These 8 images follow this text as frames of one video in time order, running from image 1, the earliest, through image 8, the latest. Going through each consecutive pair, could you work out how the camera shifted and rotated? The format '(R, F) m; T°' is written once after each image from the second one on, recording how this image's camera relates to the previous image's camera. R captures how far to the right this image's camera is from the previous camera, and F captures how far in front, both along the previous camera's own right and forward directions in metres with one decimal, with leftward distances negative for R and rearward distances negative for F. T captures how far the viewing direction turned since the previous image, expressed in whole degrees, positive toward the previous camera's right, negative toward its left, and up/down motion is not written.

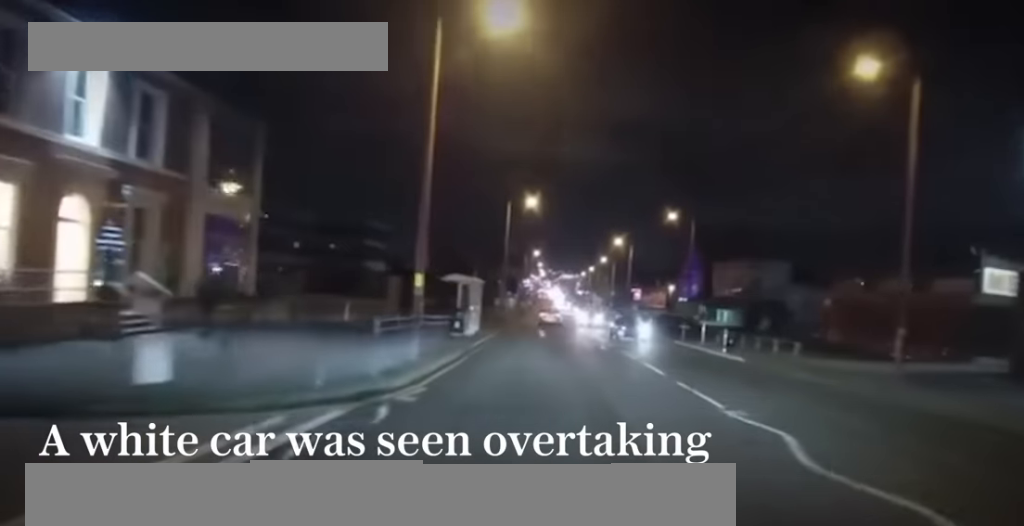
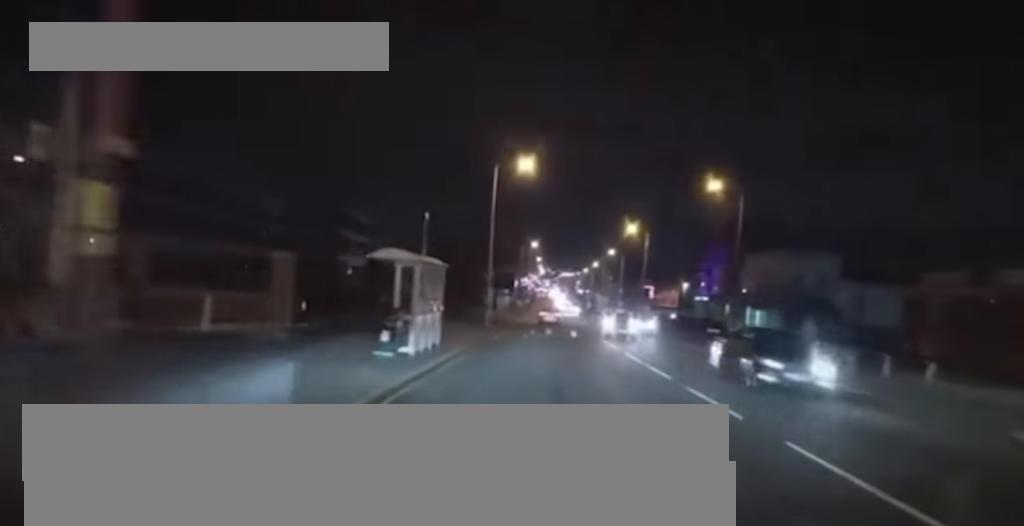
(0.0, +13.1) m; 0°
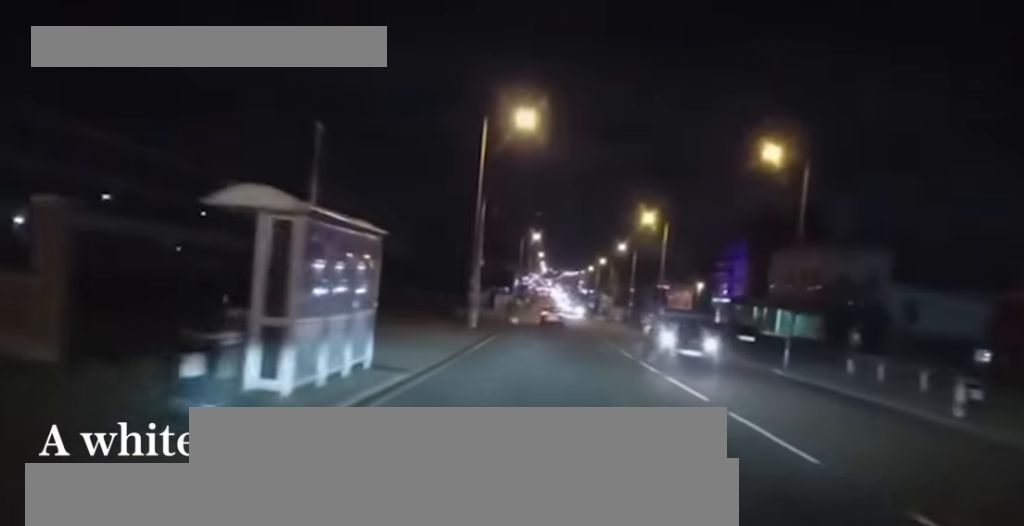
(0.0, +9.4) m; 0°
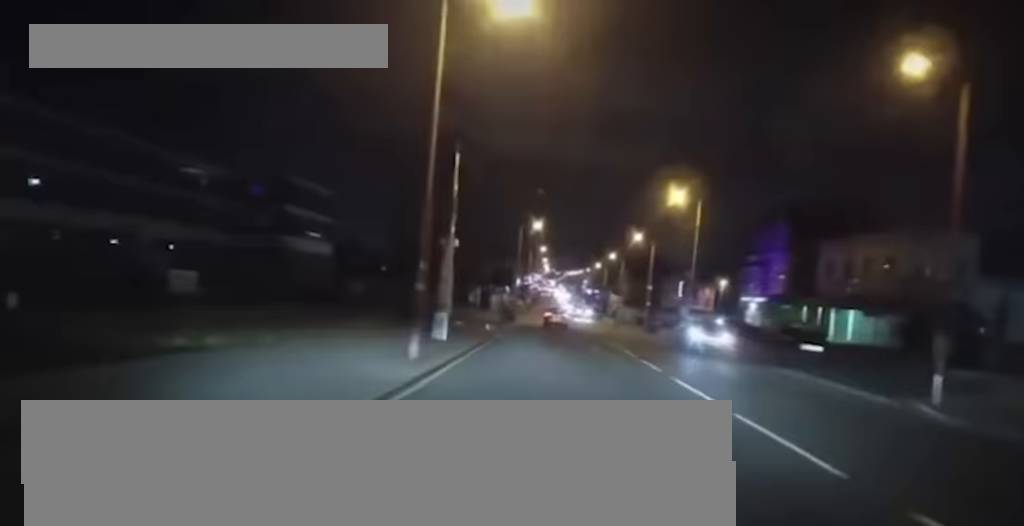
(0.0, +11.5) m; 0°
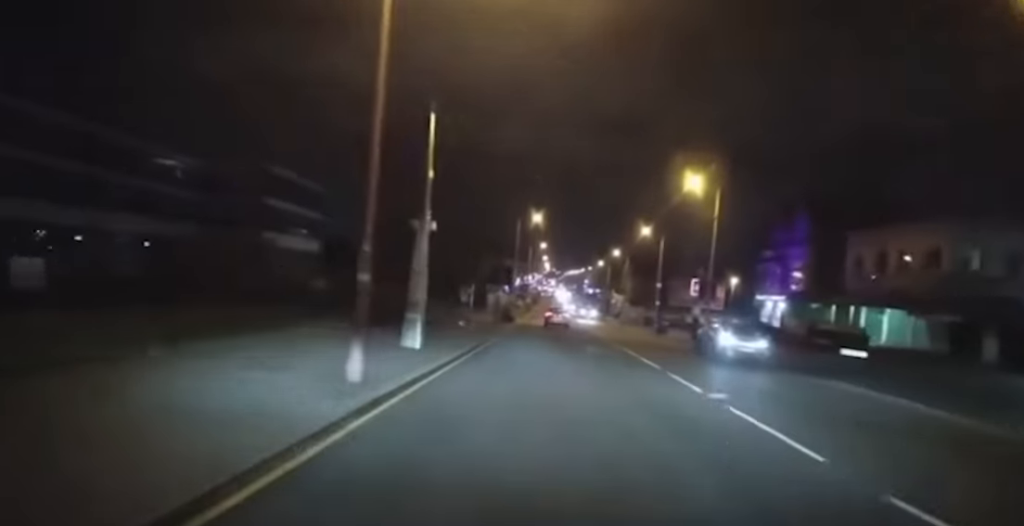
(-0.1, +5.2) m; 0°
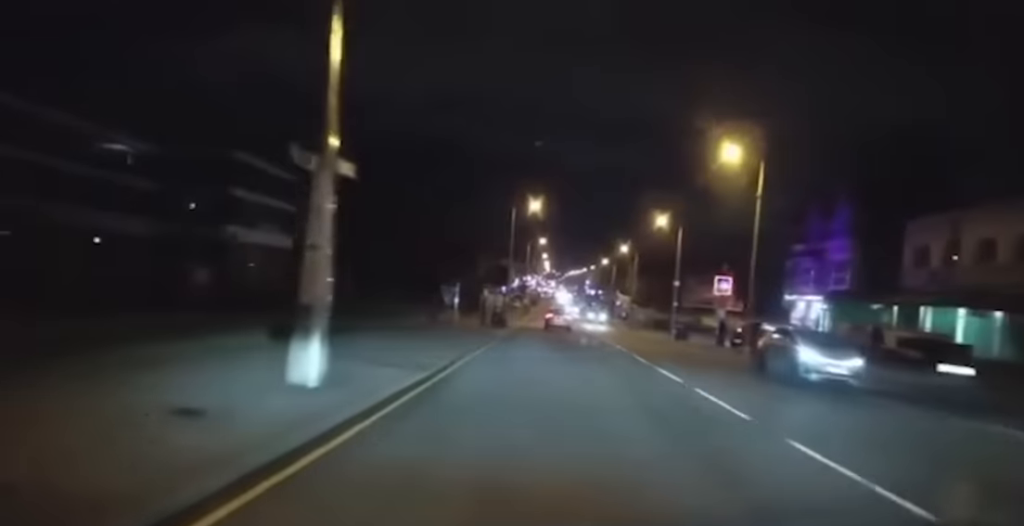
(0.0, +8.9) m; -1°
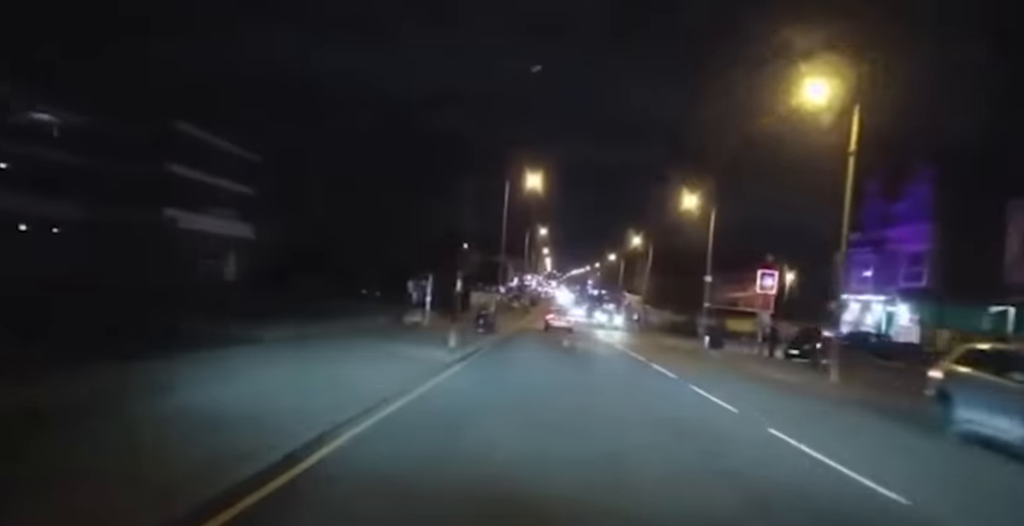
(0.0, +10.4) m; -1°
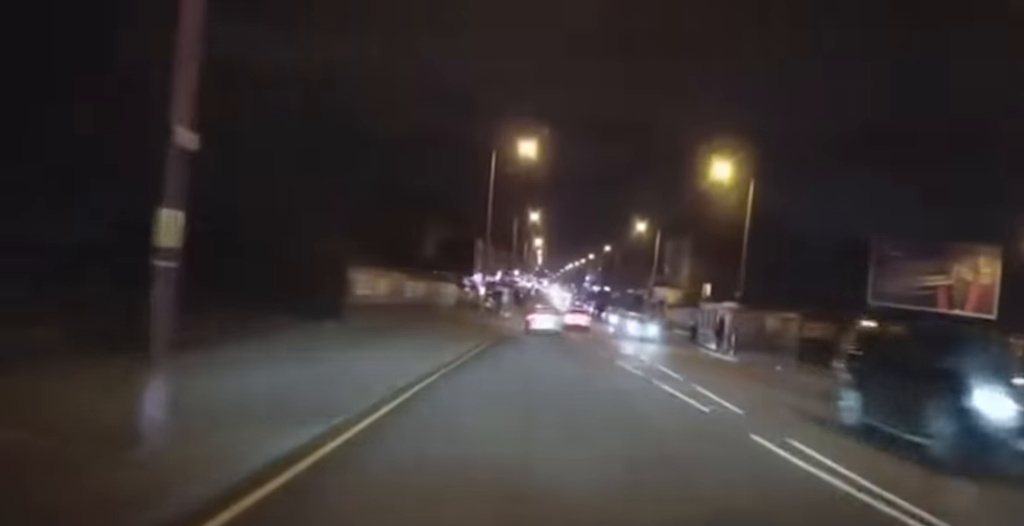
(+1.0, +37.1) m; +1°
